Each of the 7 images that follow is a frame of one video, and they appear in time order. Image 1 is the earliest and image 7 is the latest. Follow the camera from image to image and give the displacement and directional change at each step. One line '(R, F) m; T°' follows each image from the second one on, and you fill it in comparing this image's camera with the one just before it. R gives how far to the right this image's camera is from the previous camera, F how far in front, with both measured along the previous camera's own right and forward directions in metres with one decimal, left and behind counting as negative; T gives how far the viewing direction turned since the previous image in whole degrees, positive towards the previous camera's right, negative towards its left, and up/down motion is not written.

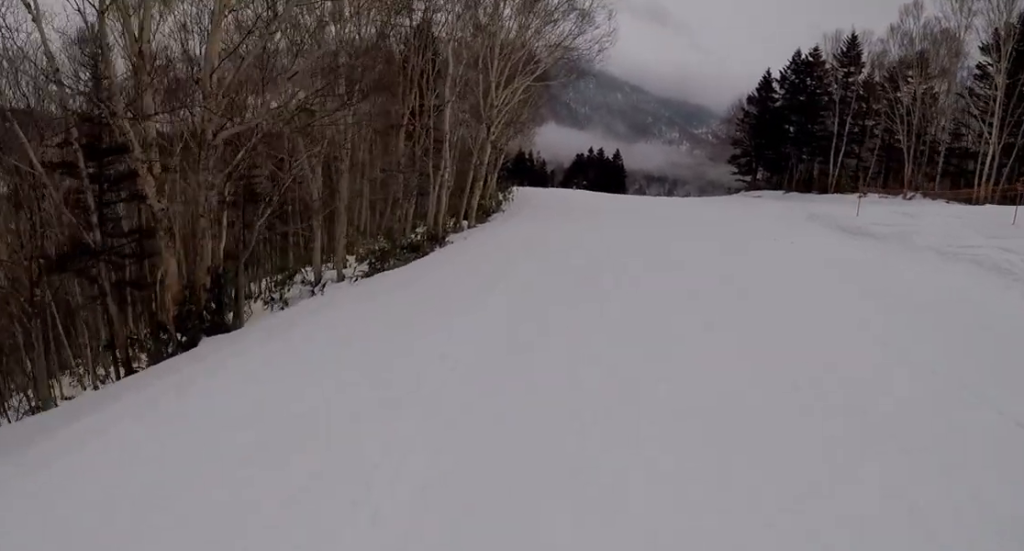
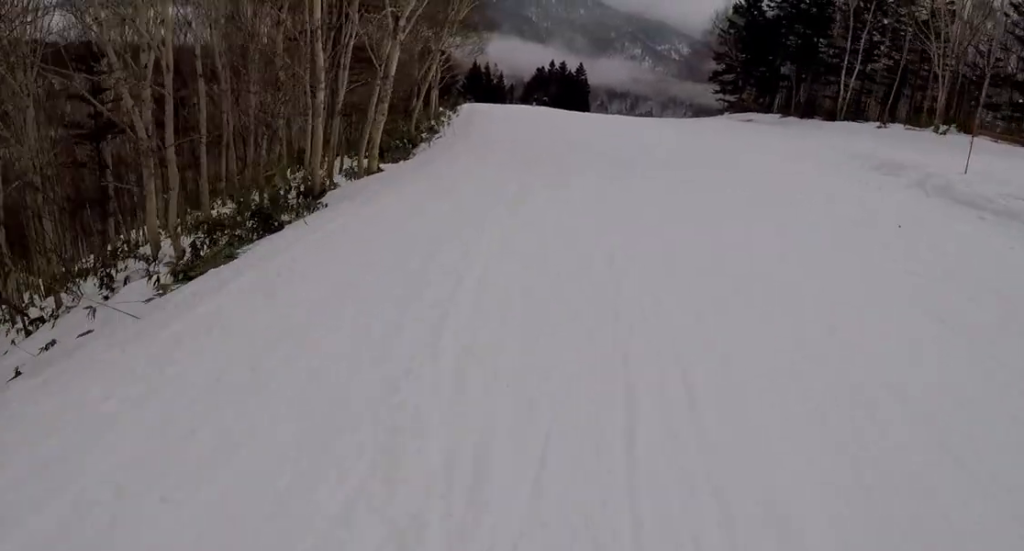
(+0.3, +9.0) m; +2°
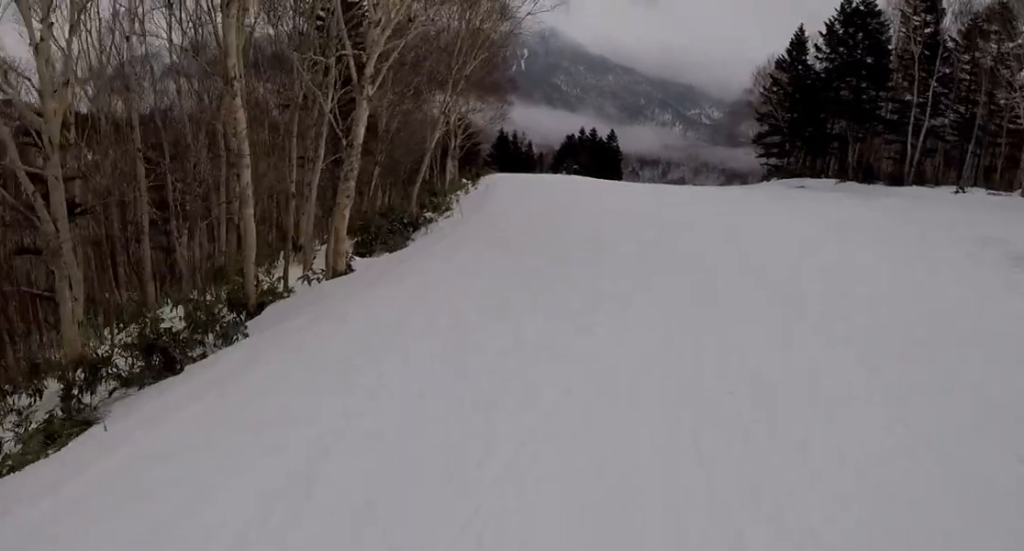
(0.0, +4.8) m; -6°
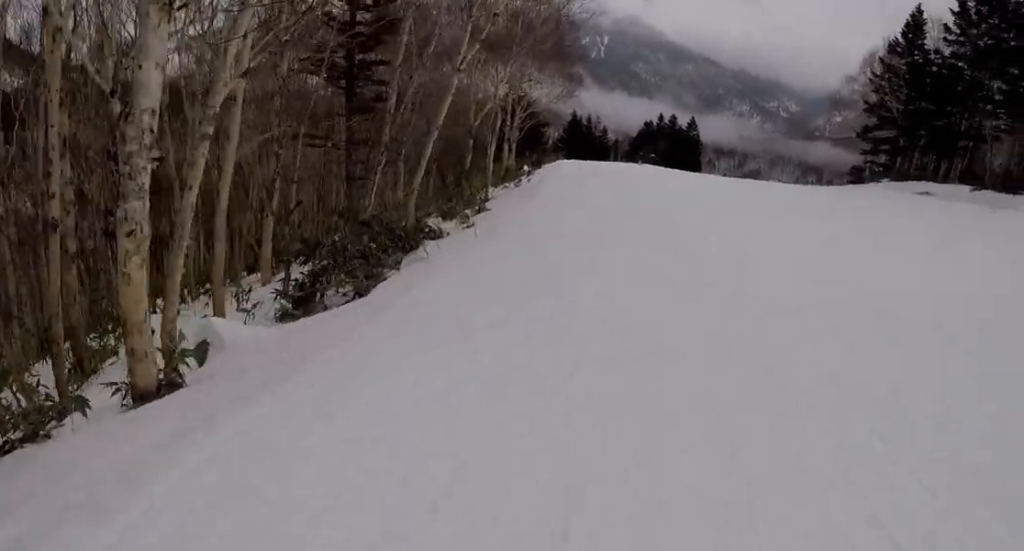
(-0.8, +7.7) m; -4°
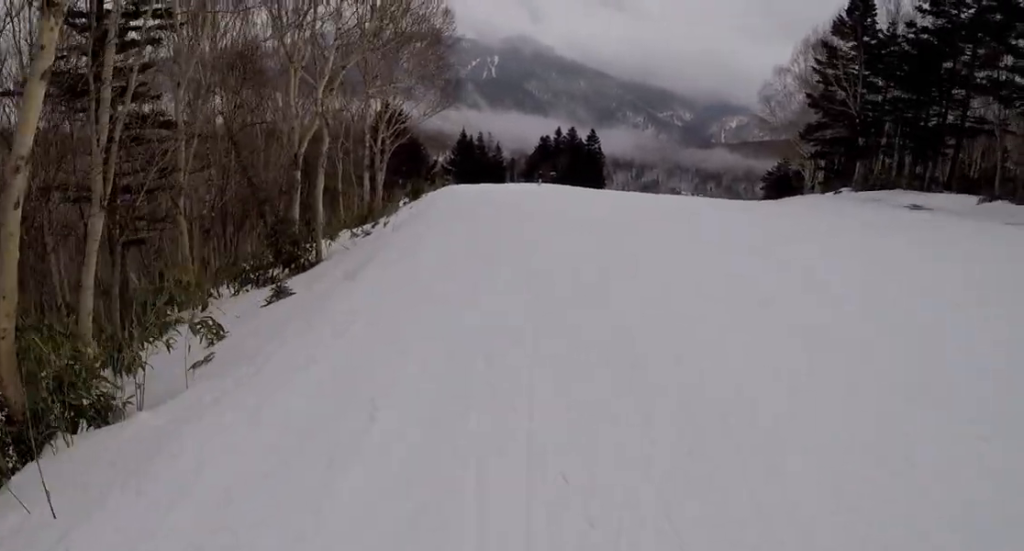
(+0.5, +9.0) m; +8°
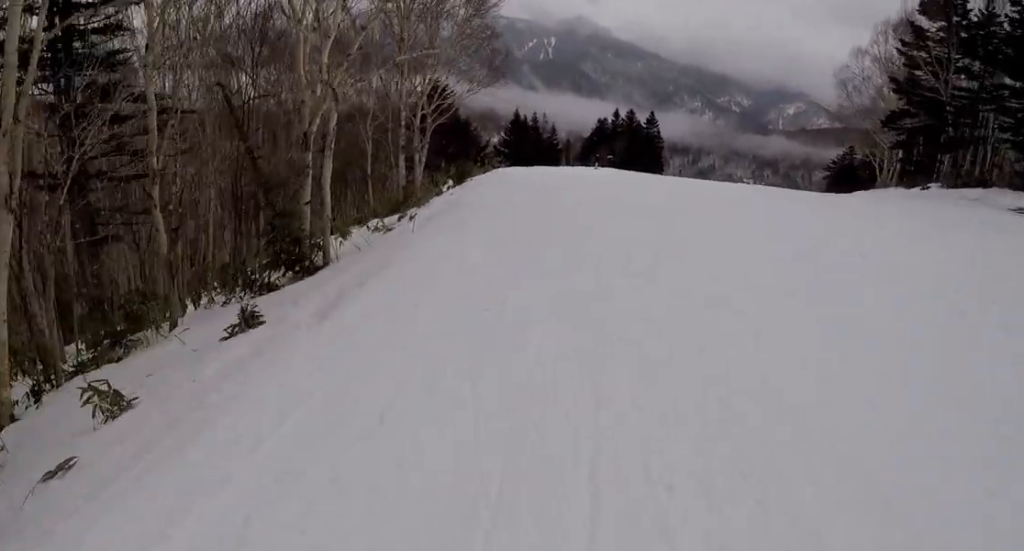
(+0.2, +3.5) m; +3°
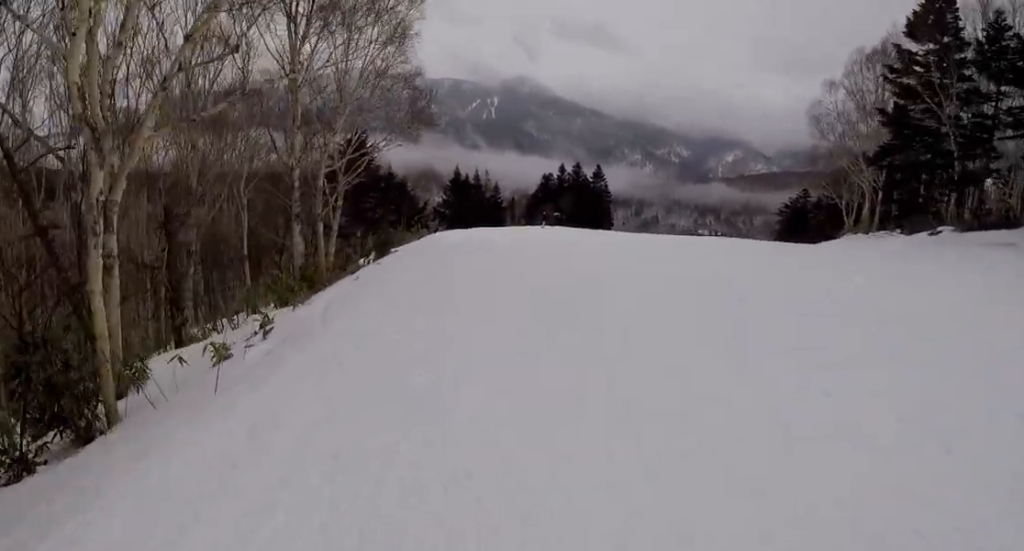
(0.0, +6.5) m; 0°
